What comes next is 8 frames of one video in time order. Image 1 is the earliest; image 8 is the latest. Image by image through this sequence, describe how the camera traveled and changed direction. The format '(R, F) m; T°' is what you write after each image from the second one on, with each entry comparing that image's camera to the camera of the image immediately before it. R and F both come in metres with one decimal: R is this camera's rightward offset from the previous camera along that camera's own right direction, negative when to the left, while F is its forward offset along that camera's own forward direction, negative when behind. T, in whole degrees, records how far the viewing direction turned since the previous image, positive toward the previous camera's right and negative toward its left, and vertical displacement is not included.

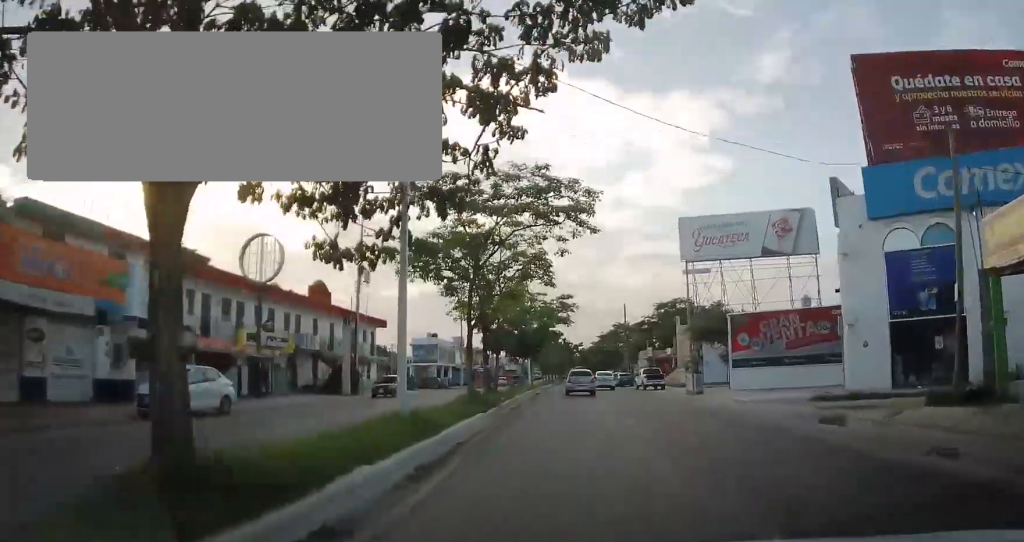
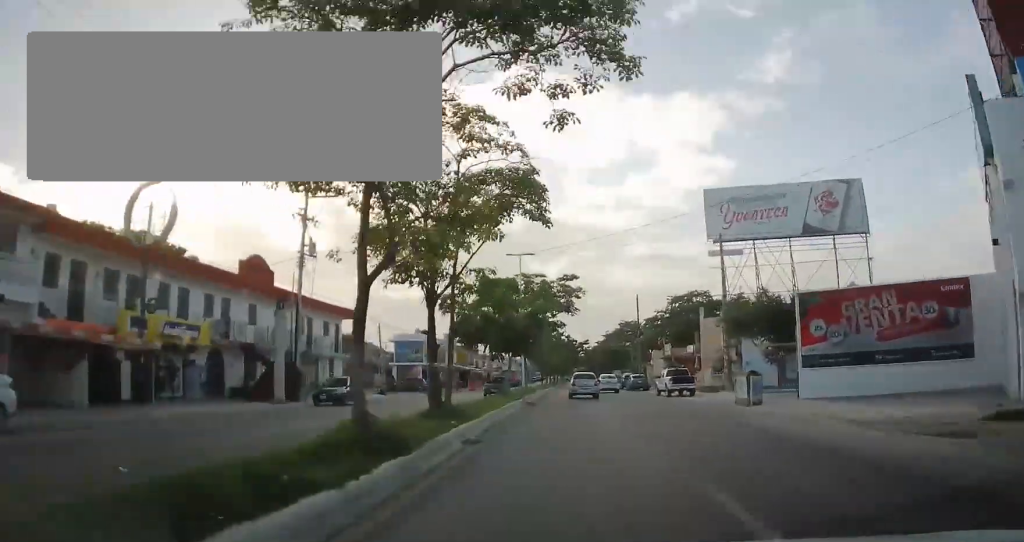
(0.0, +9.7) m; 0°
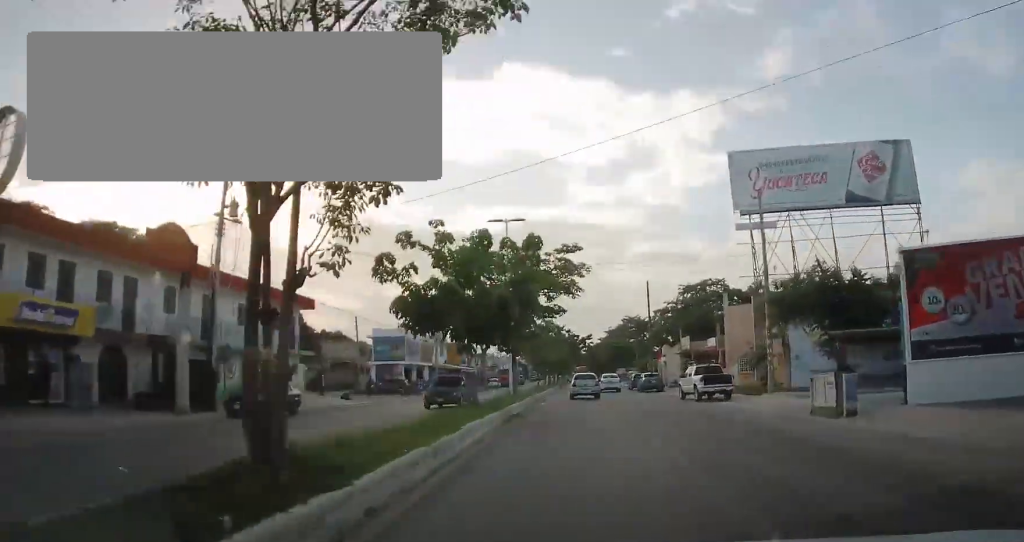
(-0.1, +7.9) m; 0°
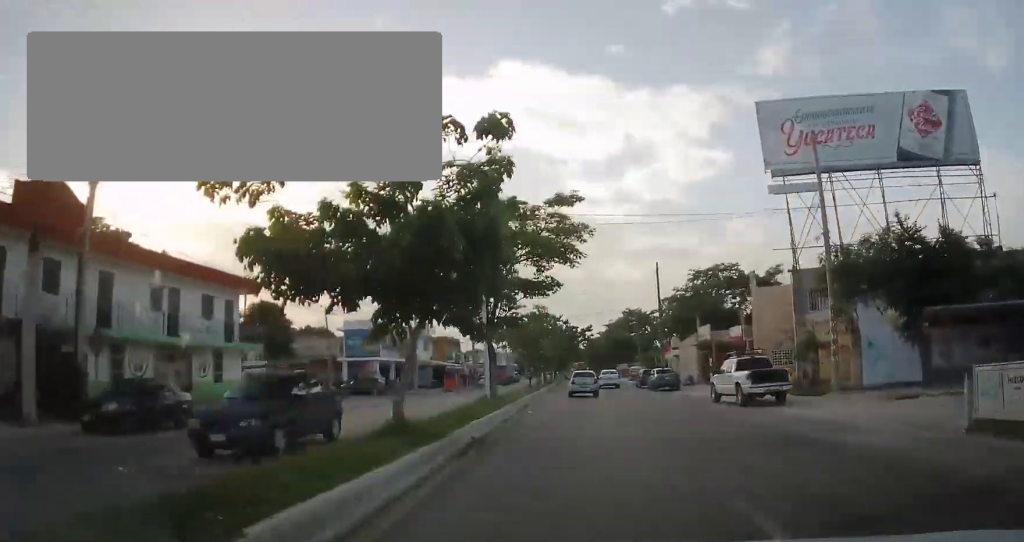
(+0.1, +7.5) m; +1°
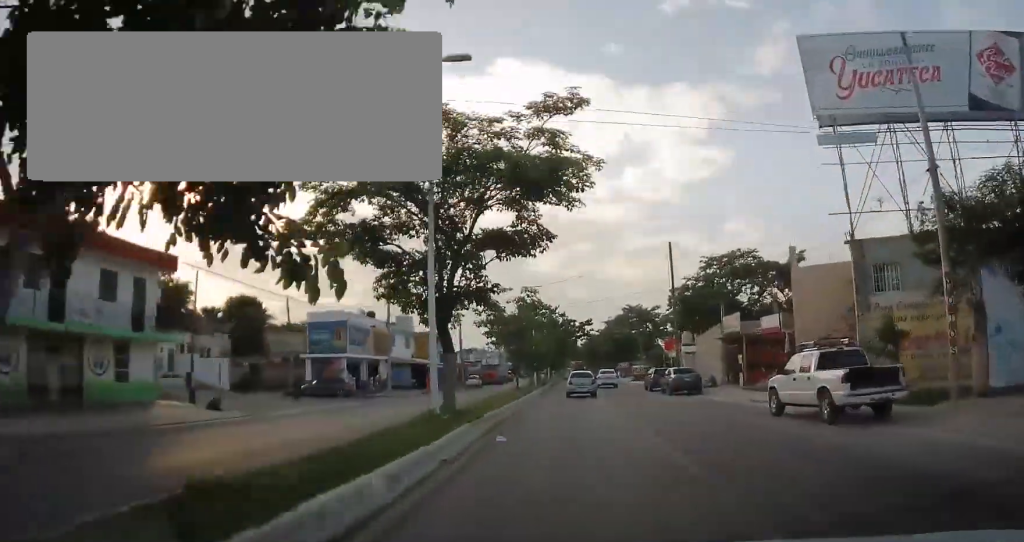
(0.0, +7.4) m; +1°
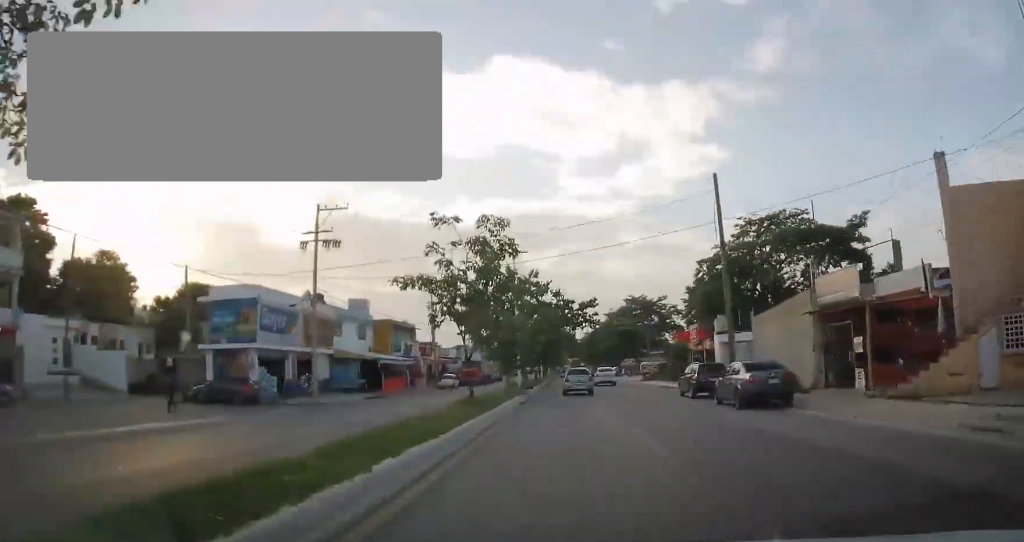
(+0.2, +13.7) m; +1°
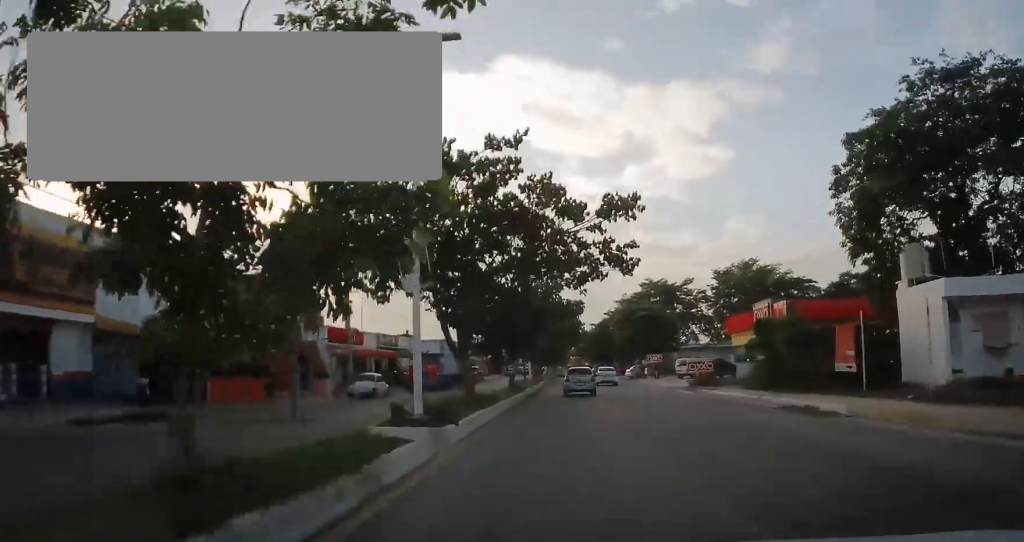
(0.0, +23.9) m; -1°
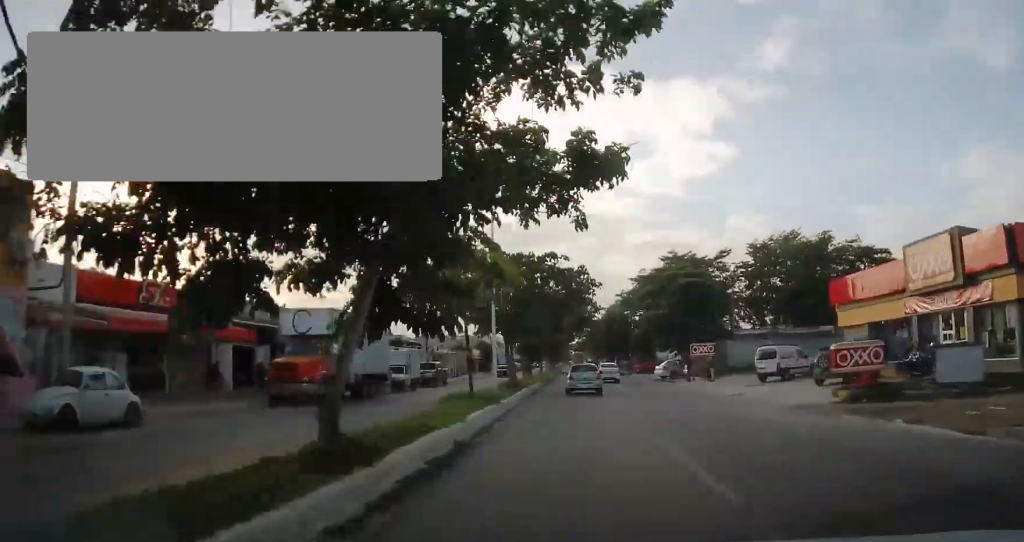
(0.0, +23.0) m; -1°
